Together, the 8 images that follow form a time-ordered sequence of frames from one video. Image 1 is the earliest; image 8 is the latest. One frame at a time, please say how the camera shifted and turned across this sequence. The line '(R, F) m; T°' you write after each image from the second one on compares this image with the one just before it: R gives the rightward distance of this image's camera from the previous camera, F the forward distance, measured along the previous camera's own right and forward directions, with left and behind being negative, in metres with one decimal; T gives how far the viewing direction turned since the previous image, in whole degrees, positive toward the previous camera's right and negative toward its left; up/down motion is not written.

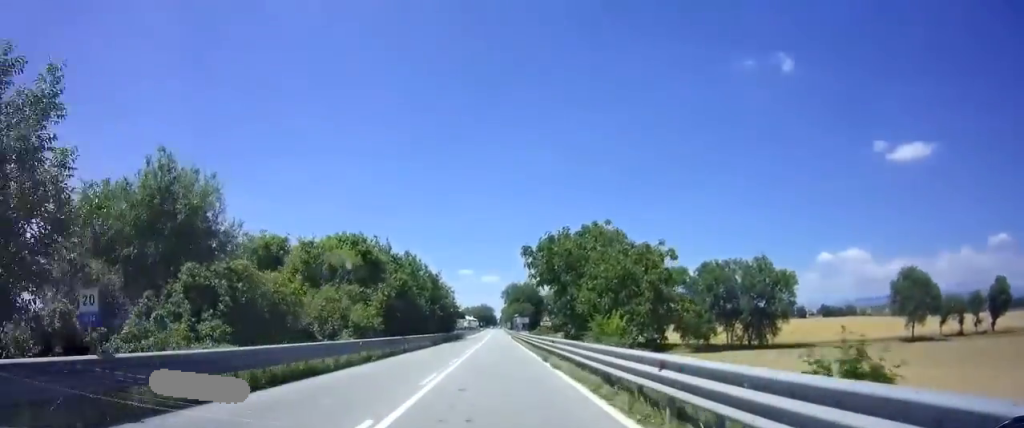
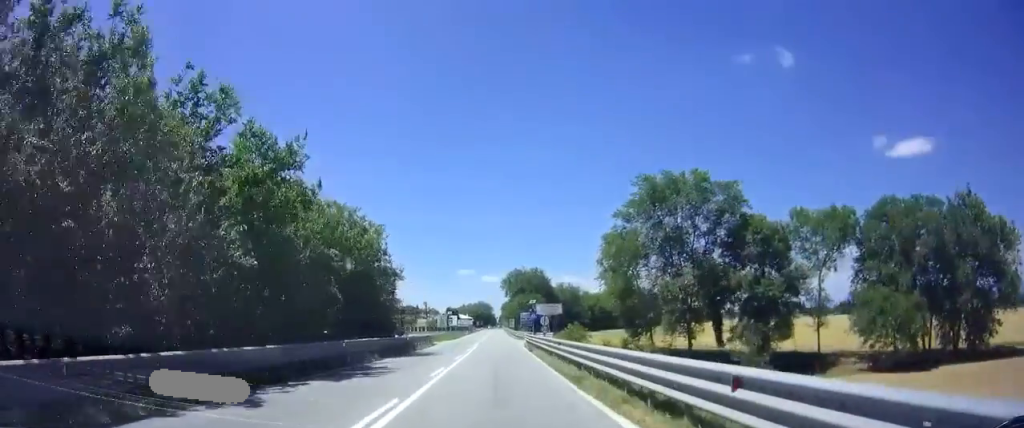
(+0.2, +41.7) m; 0°
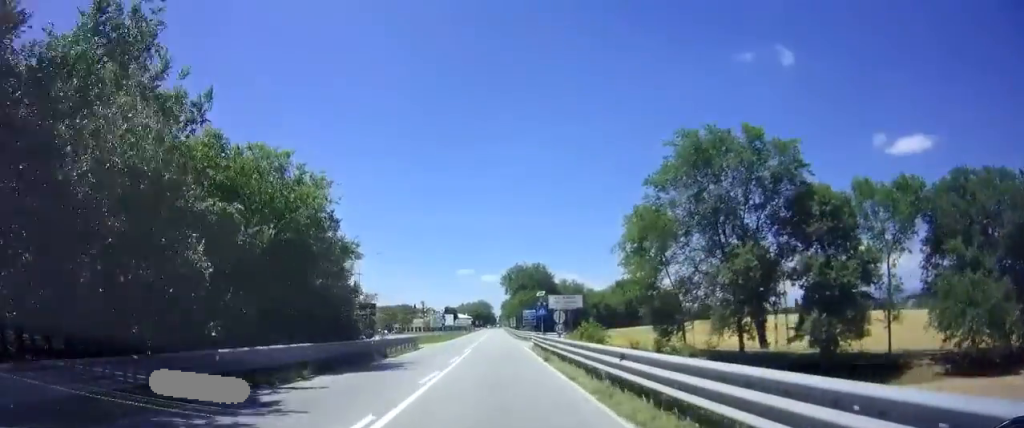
(0.0, +8.8) m; 0°
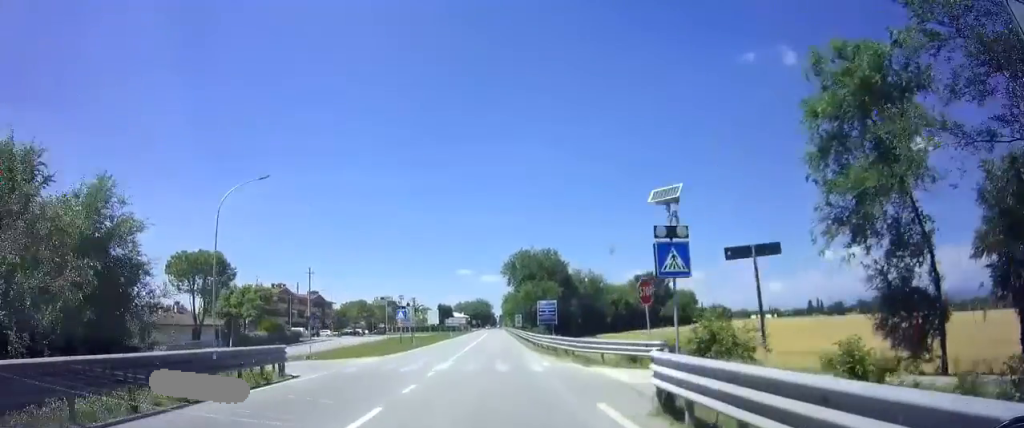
(-0.1, +26.8) m; 0°
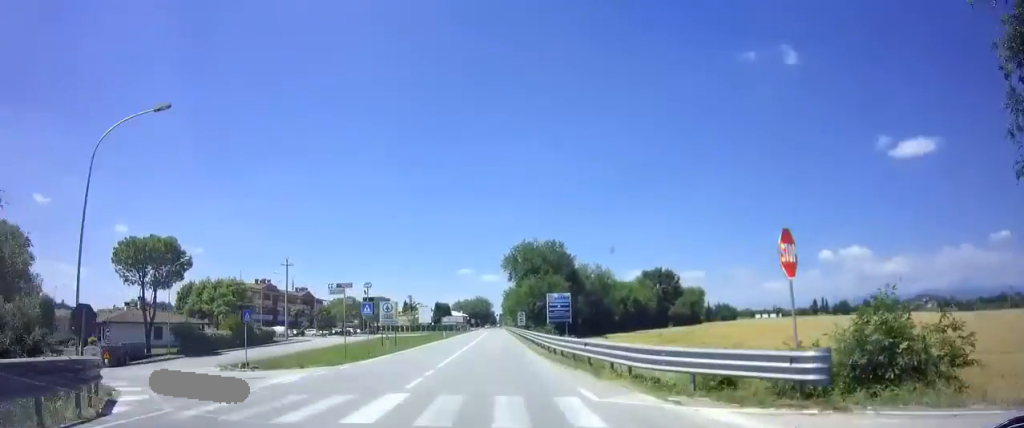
(0.0, +8.3) m; 0°
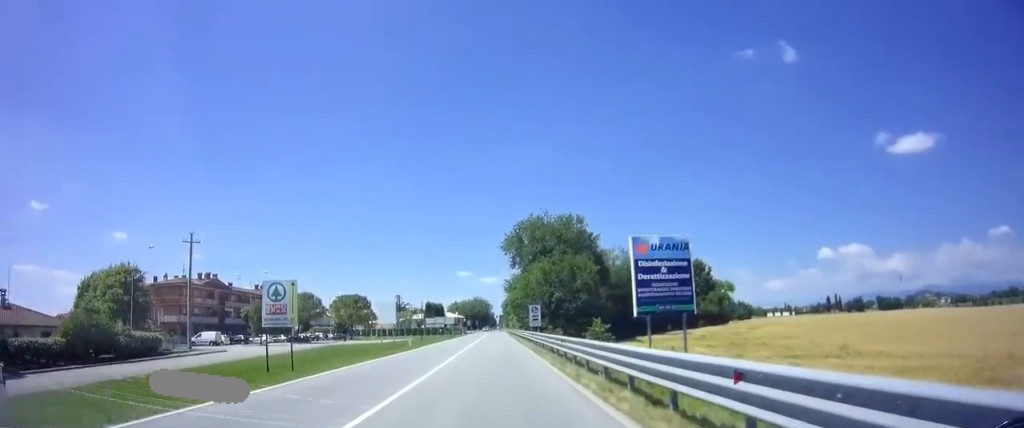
(0.0, +23.7) m; 0°
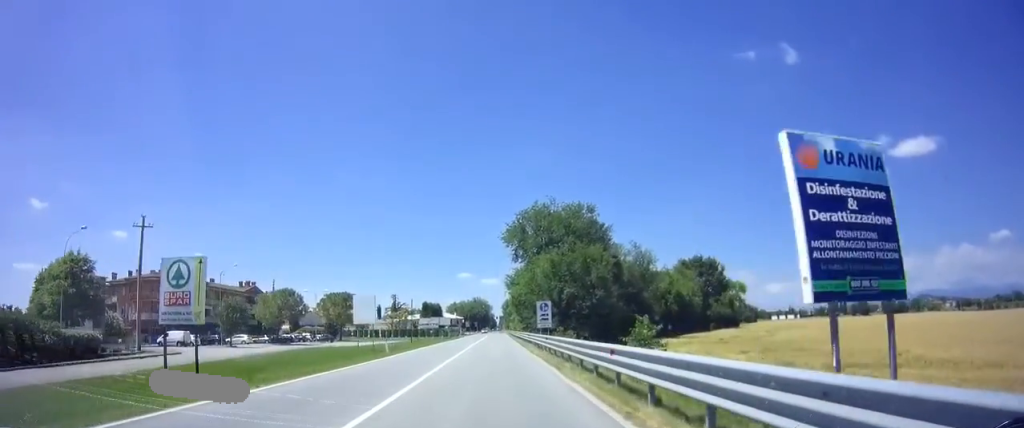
(-0.1, +7.9) m; 0°
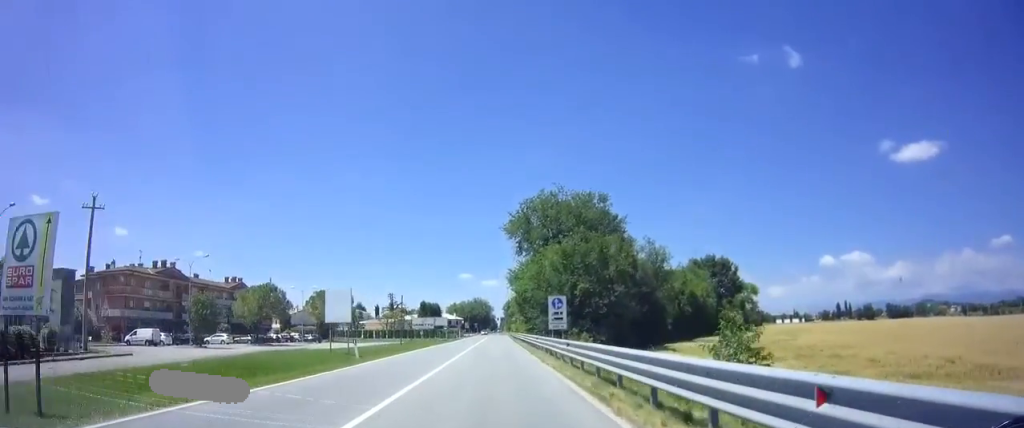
(+0.1, +7.2) m; 0°
